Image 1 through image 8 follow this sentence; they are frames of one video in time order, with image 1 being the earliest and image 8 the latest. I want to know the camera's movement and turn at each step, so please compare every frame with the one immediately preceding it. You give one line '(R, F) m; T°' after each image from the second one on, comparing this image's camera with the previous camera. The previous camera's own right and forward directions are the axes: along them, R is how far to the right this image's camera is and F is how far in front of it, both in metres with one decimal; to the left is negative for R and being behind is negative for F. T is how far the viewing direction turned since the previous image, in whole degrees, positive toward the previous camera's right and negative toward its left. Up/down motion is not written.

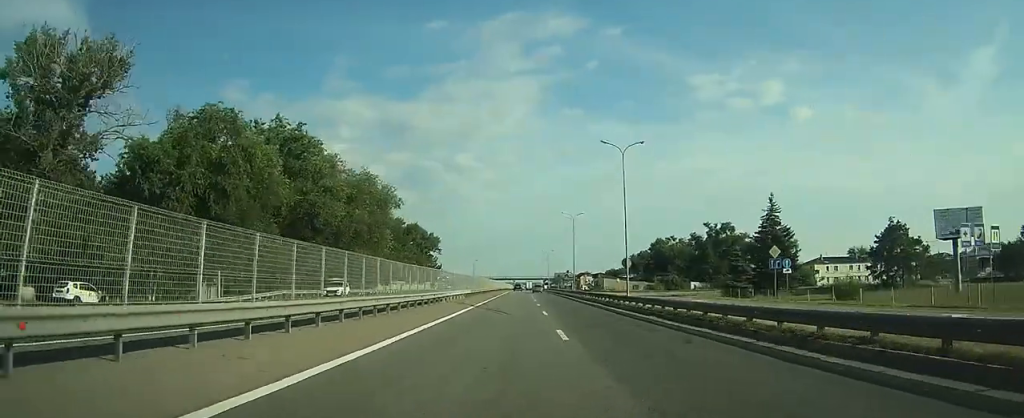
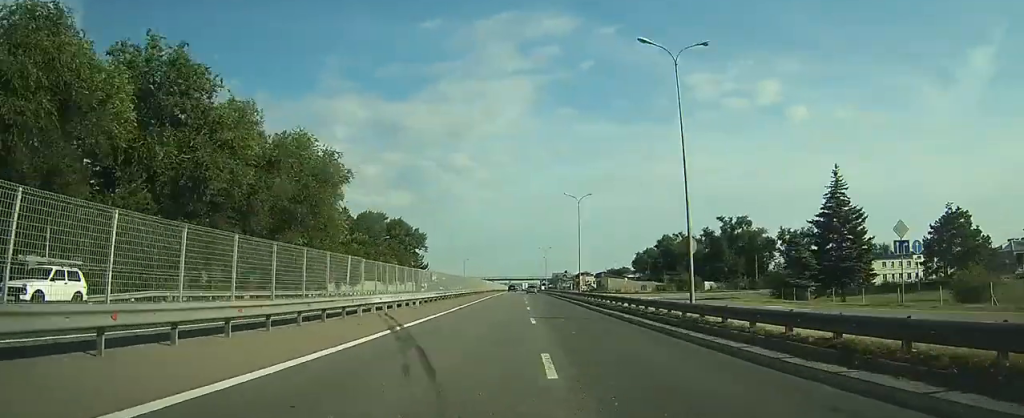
(+0.1, +17.6) m; 0°
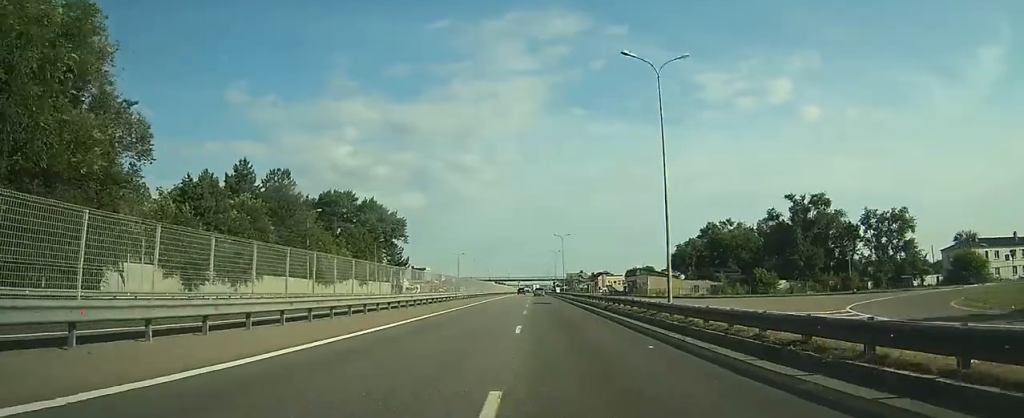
(0.0, +39.9) m; 0°
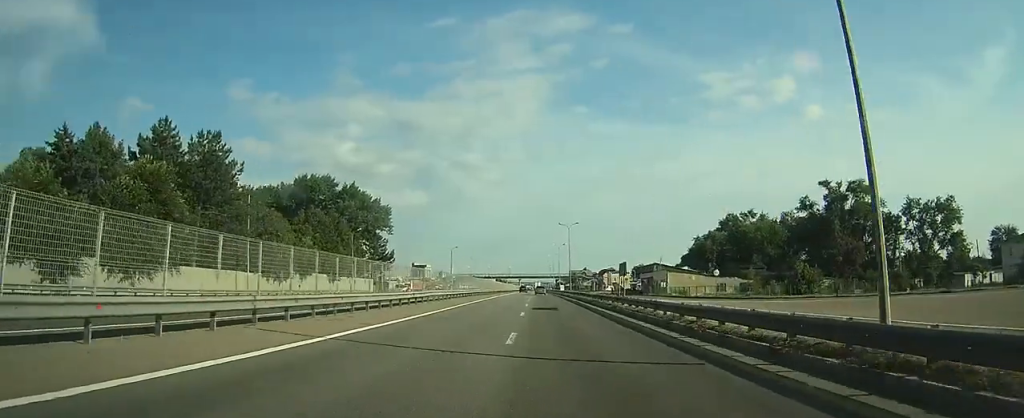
(-0.1, +15.6) m; 0°
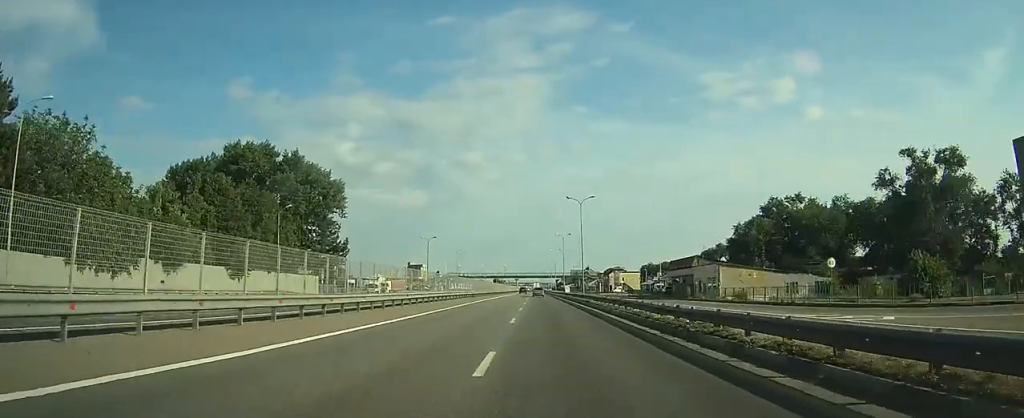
(-0.1, +28.6) m; 0°
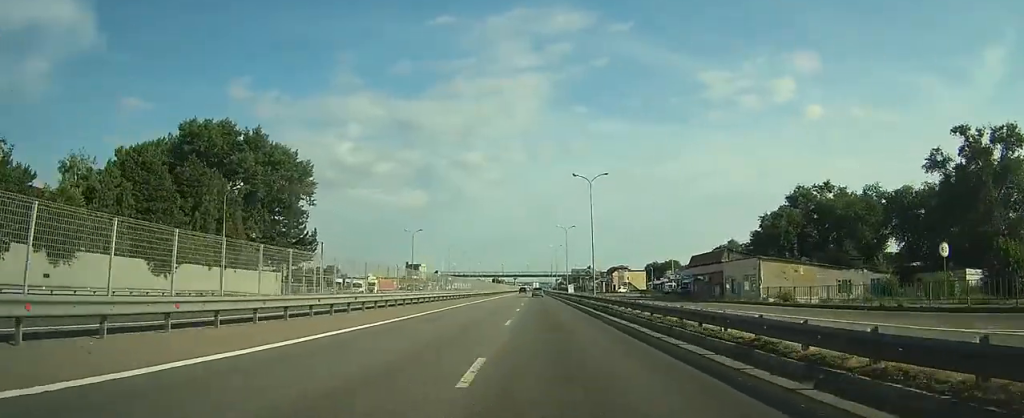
(0.0, +12.9) m; 0°
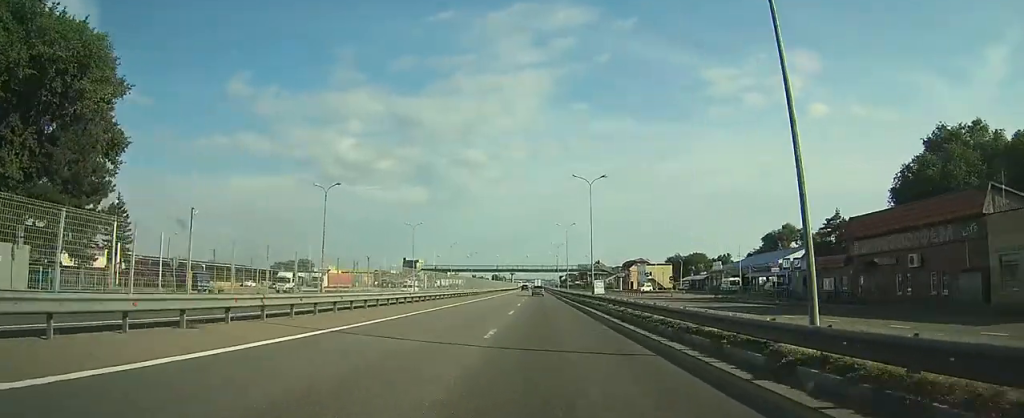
(0.0, +41.4) m; 0°
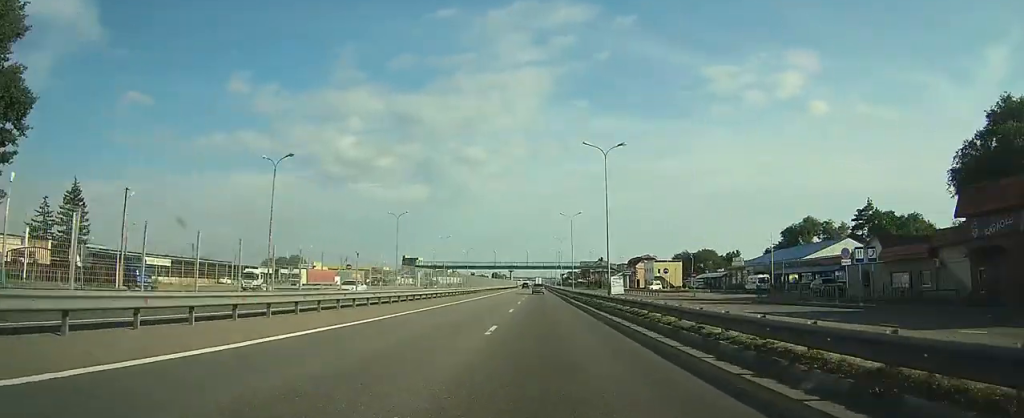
(0.0, +11.7) m; 0°
